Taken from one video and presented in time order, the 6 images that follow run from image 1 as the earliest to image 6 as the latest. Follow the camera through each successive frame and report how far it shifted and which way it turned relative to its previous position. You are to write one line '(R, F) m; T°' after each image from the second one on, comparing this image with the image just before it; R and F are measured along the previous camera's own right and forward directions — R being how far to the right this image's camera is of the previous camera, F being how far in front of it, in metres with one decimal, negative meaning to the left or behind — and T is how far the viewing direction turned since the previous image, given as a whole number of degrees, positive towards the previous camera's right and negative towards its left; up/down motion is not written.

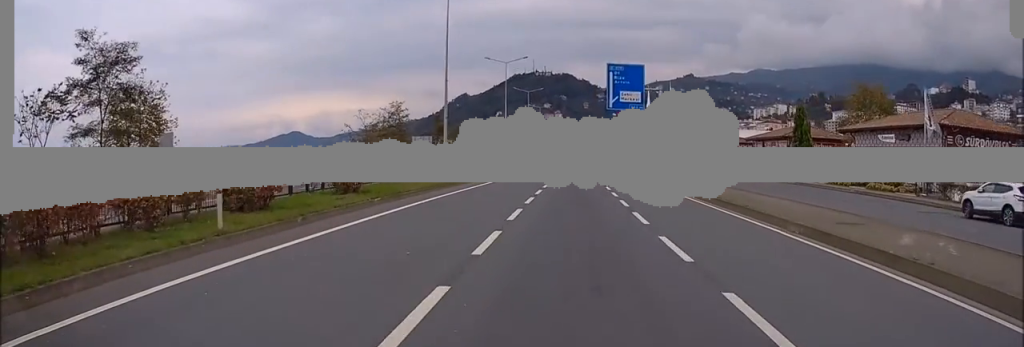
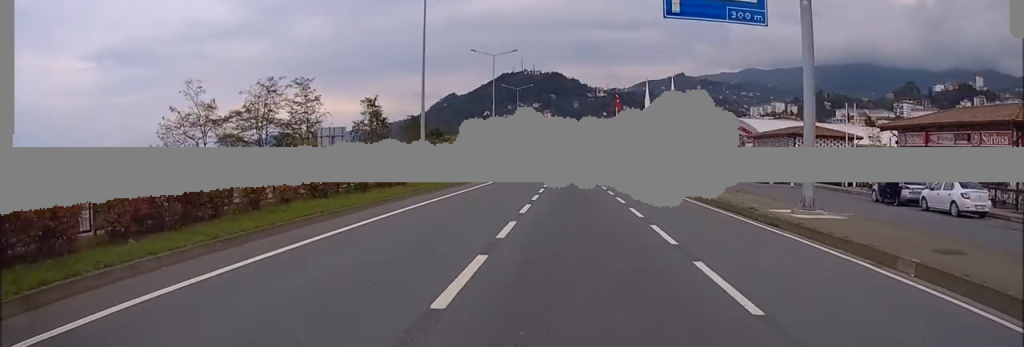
(+0.5, +40.4) m; +1°
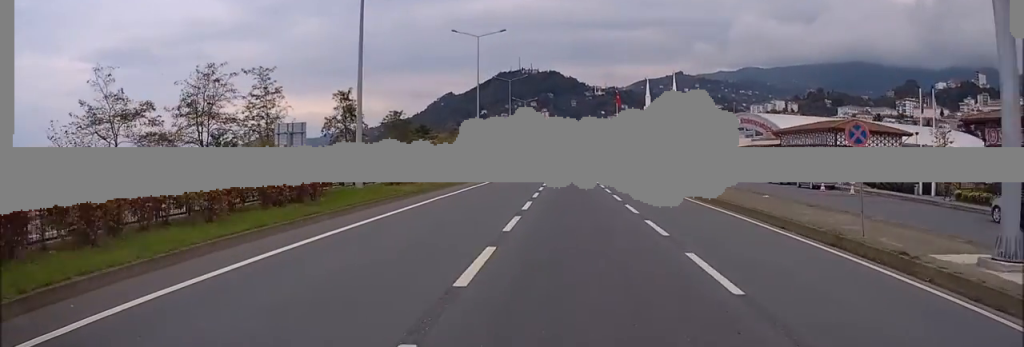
(-0.1, +11.5) m; 0°
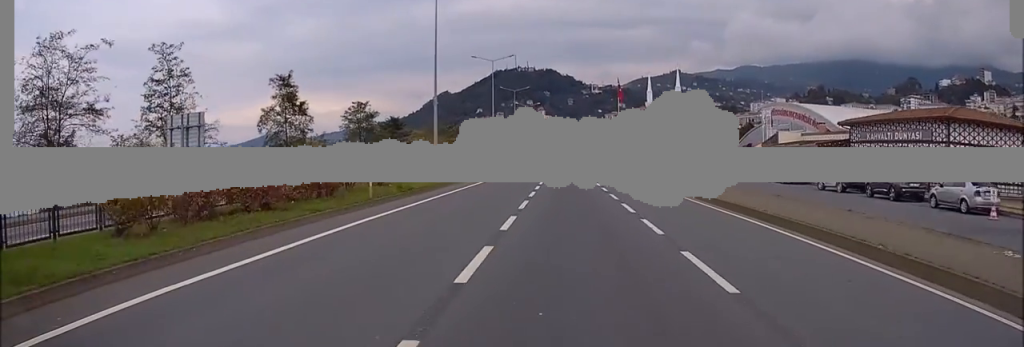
(0.0, +18.1) m; 0°
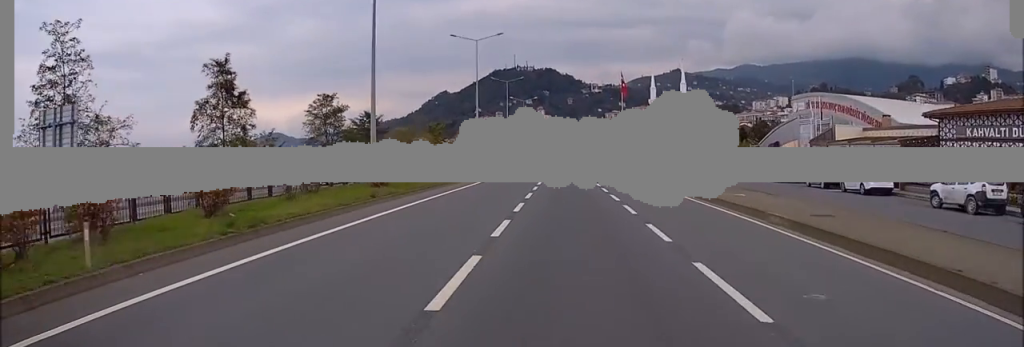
(+0.1, +13.9) m; 0°
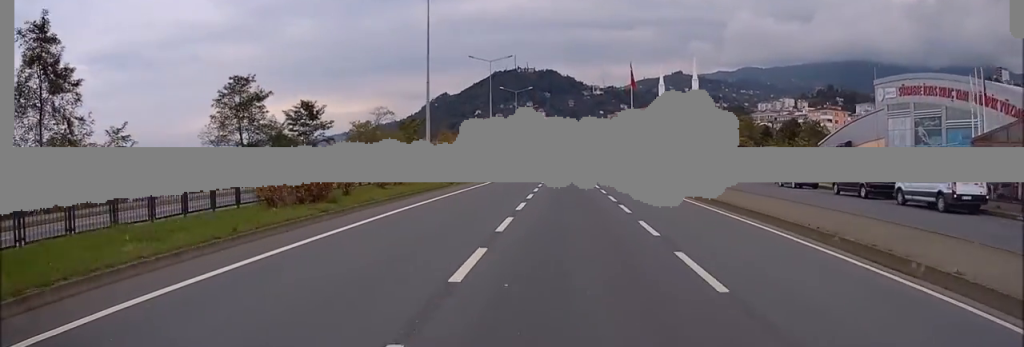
(+0.1, +23.0) m; 0°
